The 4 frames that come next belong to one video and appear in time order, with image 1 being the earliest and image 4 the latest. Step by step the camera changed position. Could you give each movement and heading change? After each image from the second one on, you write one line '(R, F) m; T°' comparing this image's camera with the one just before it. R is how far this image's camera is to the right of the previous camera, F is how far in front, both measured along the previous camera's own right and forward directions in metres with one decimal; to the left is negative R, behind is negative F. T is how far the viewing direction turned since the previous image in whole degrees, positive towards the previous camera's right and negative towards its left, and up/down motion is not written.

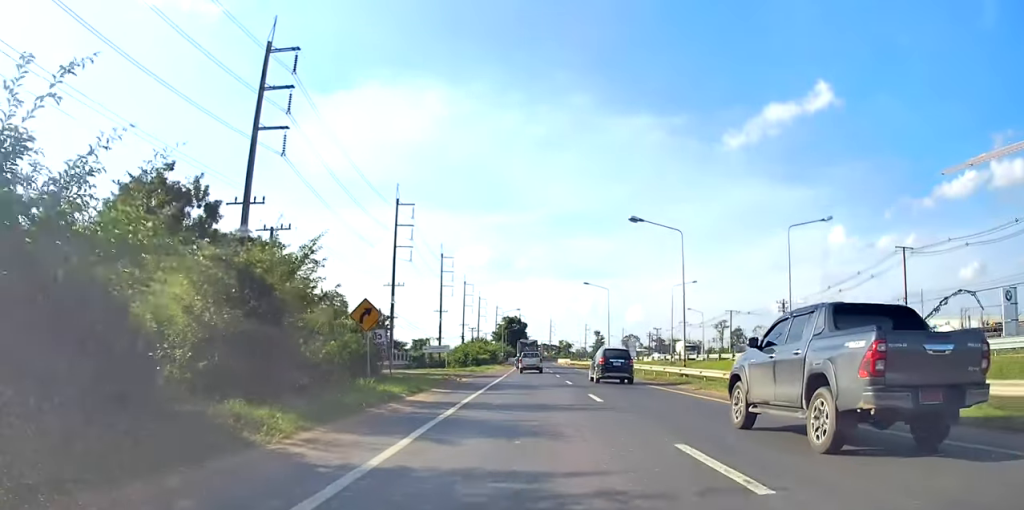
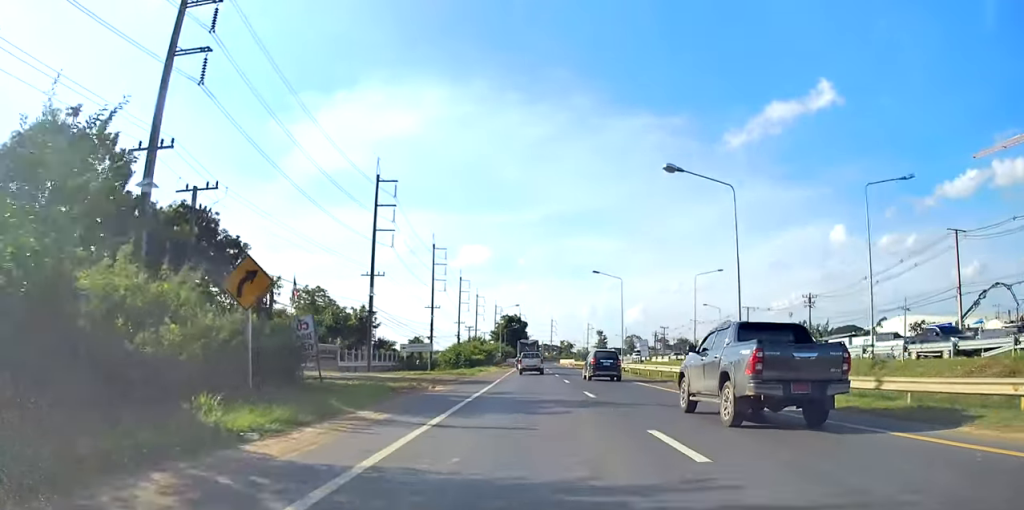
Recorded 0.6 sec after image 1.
(0.0, +10.3) m; 0°
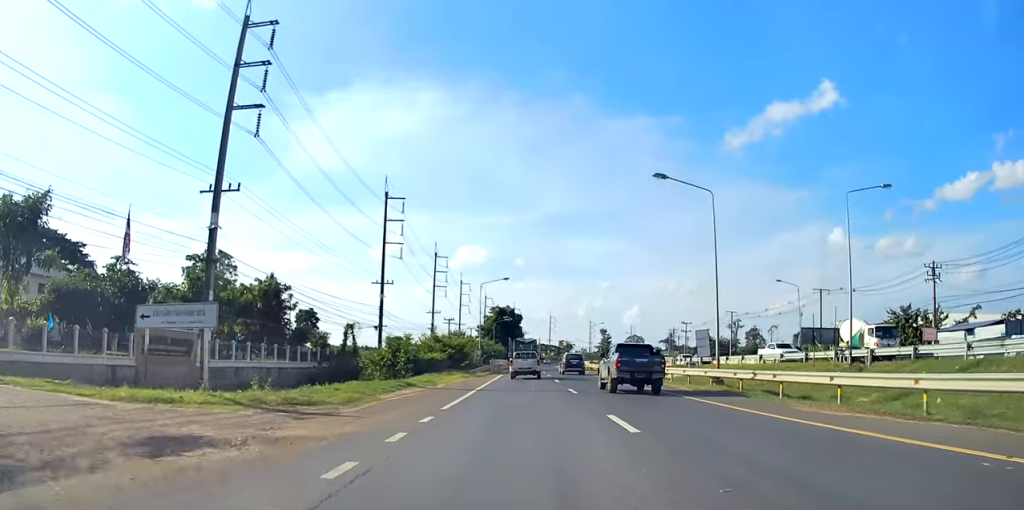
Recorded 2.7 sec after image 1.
(-0.5, +33.3) m; -2°
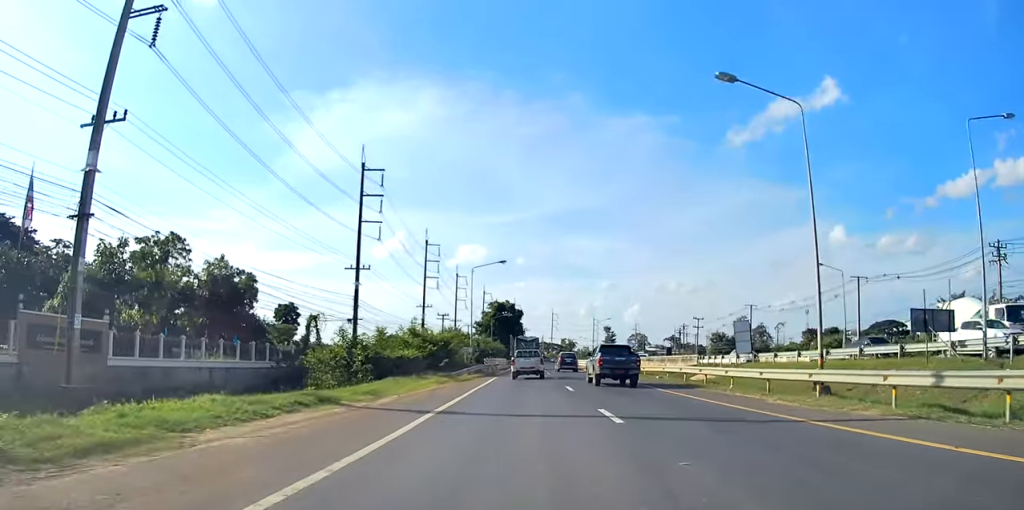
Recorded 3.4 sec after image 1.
(0.0, +11.4) m; +1°
